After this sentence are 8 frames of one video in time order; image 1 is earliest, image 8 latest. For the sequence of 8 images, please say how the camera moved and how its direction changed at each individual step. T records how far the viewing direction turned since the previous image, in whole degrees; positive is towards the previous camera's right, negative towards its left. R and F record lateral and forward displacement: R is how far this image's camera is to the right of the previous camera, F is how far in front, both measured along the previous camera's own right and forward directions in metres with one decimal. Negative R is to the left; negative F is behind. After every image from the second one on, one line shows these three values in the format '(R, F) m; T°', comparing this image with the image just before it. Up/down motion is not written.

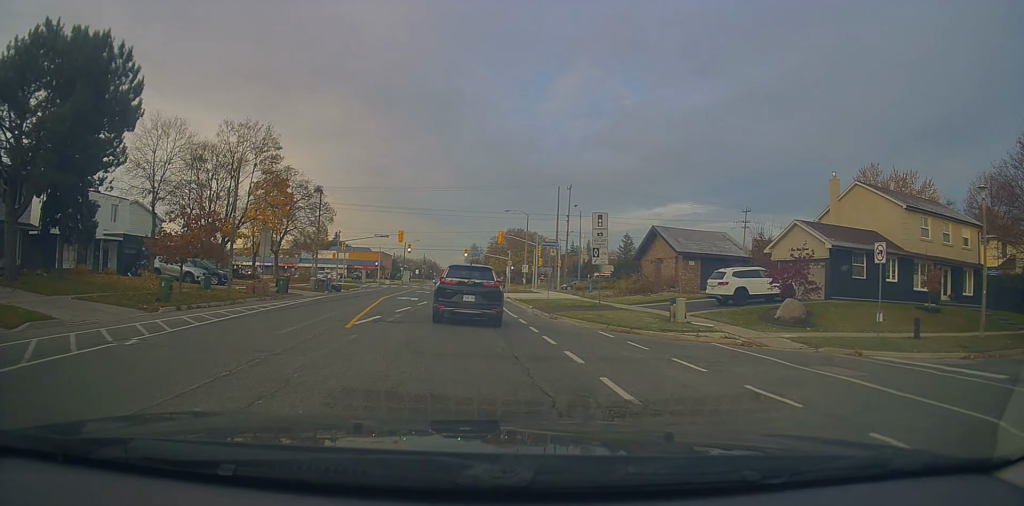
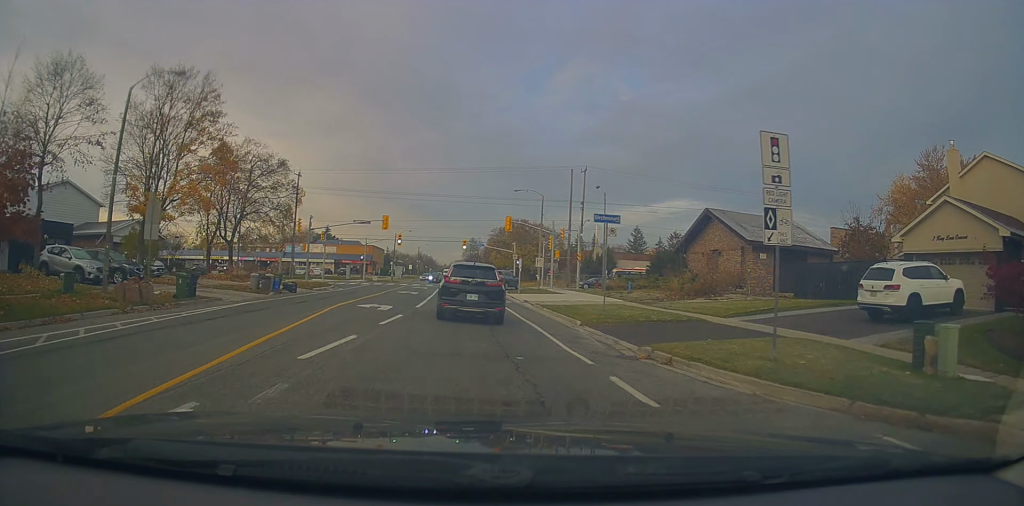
(-0.4, +11.8) m; -2°
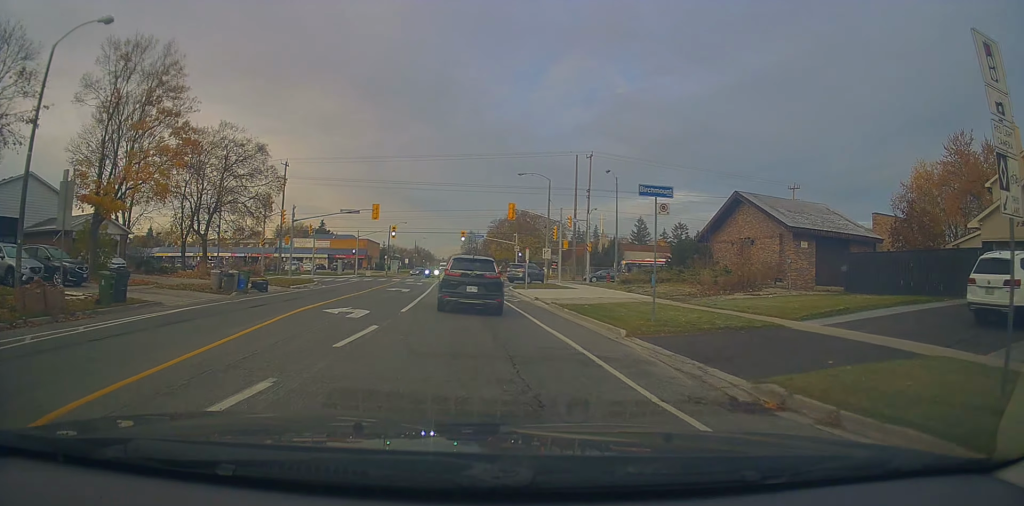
(-0.2, +5.0) m; 0°
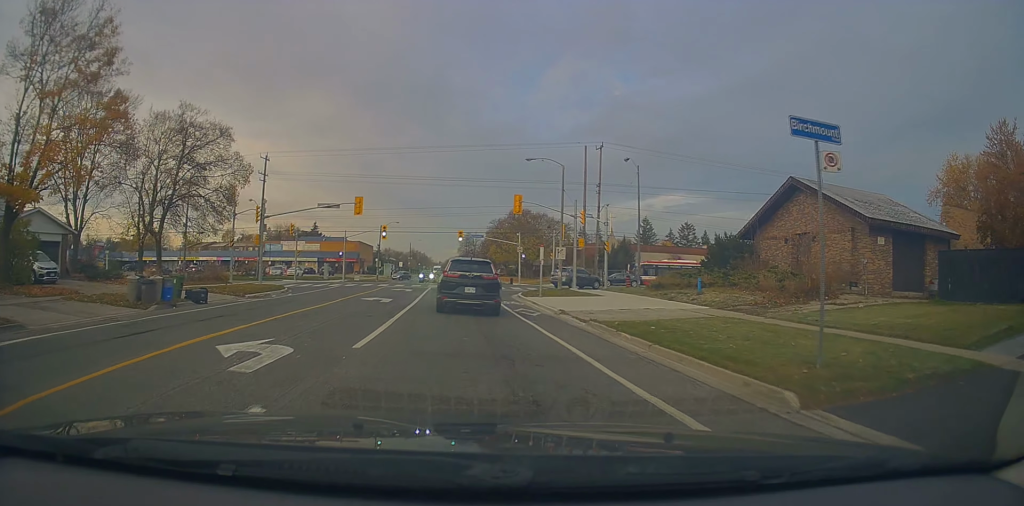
(+0.6, +6.9) m; +1°
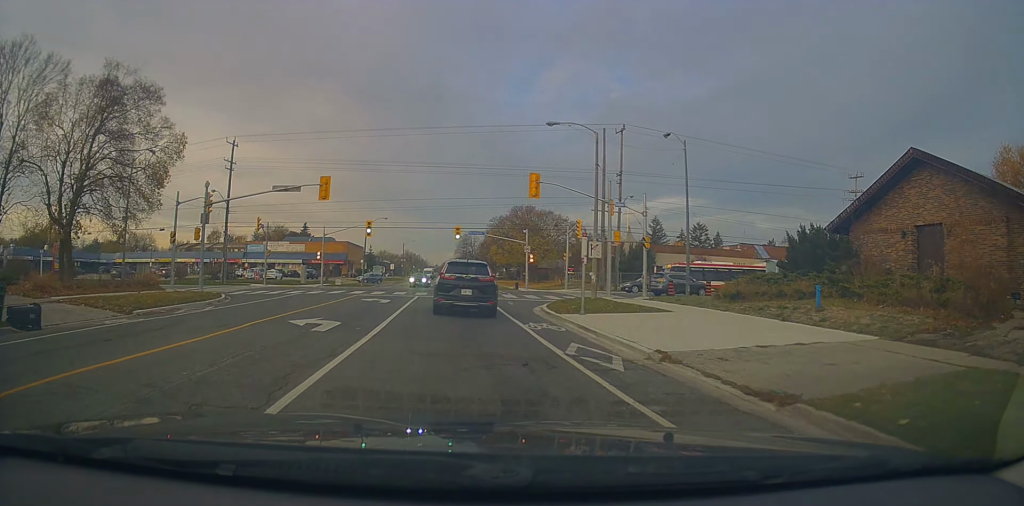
(-0.6, +9.1) m; 0°
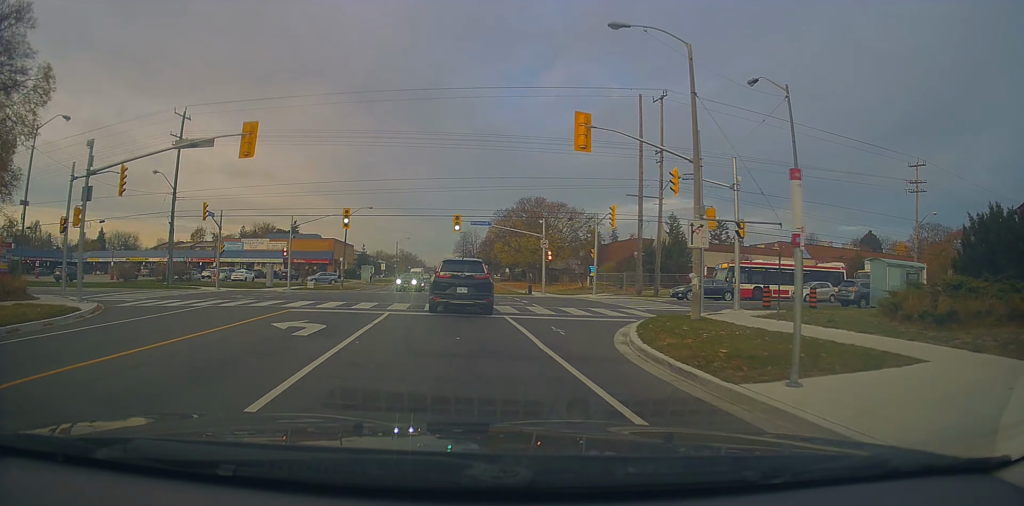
(+0.7, +11.0) m; +1°
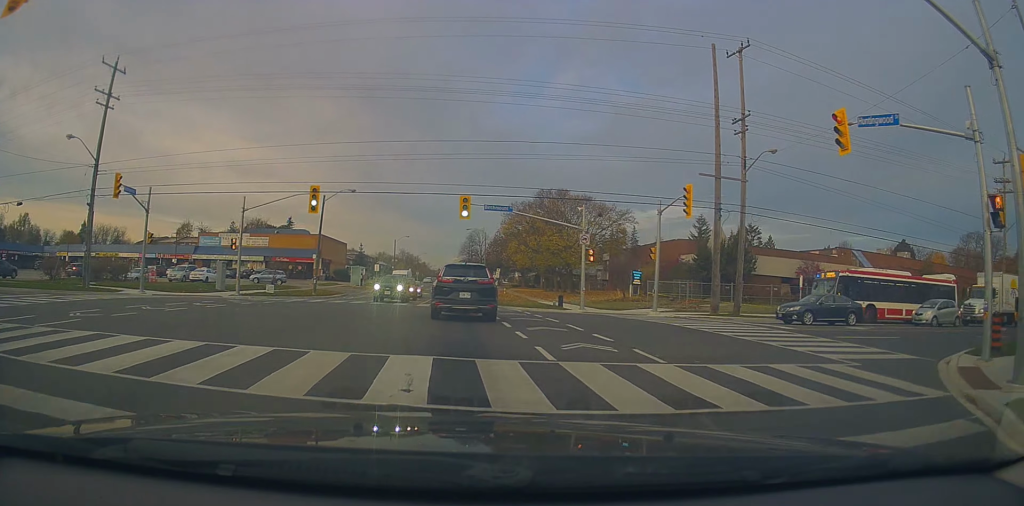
(-0.6, +12.7) m; -2°
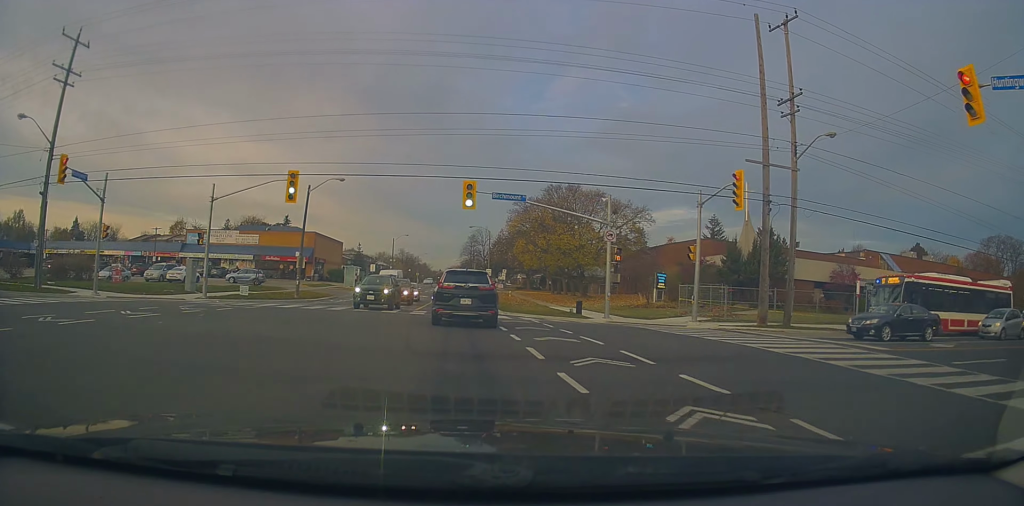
(0.0, +5.3) m; +1°
